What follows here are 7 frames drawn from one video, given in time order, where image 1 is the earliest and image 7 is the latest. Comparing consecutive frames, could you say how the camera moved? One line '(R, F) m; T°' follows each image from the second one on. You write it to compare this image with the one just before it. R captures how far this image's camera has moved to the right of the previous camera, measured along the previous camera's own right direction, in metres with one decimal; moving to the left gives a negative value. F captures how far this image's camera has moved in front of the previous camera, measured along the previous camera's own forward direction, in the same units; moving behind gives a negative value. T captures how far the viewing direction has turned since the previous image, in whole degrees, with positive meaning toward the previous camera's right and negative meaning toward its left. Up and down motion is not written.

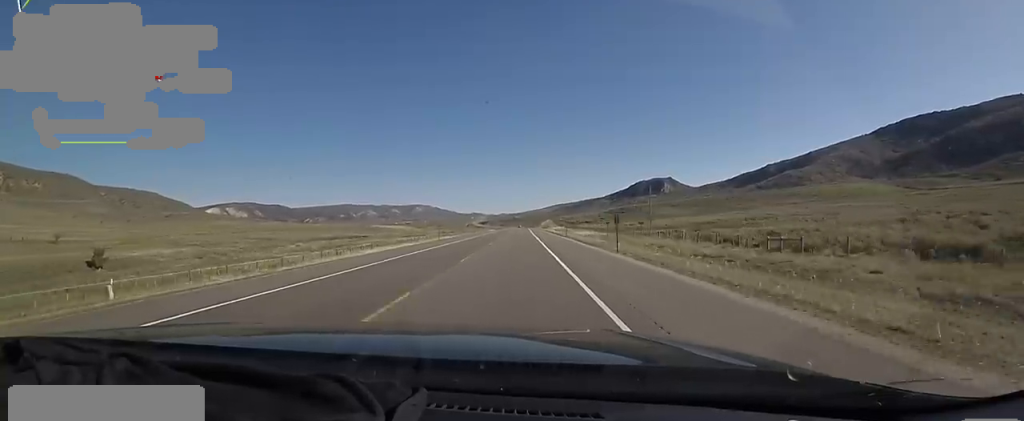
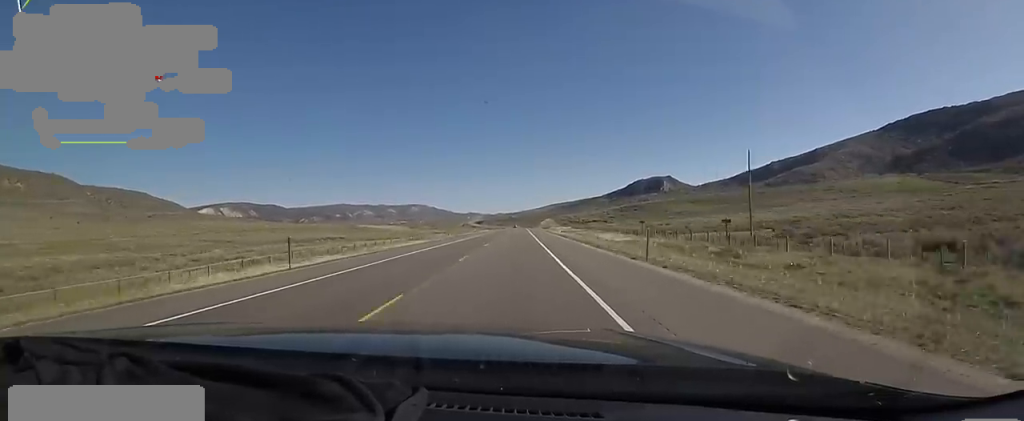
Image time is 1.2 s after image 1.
(+1.0, +37.2) m; 0°
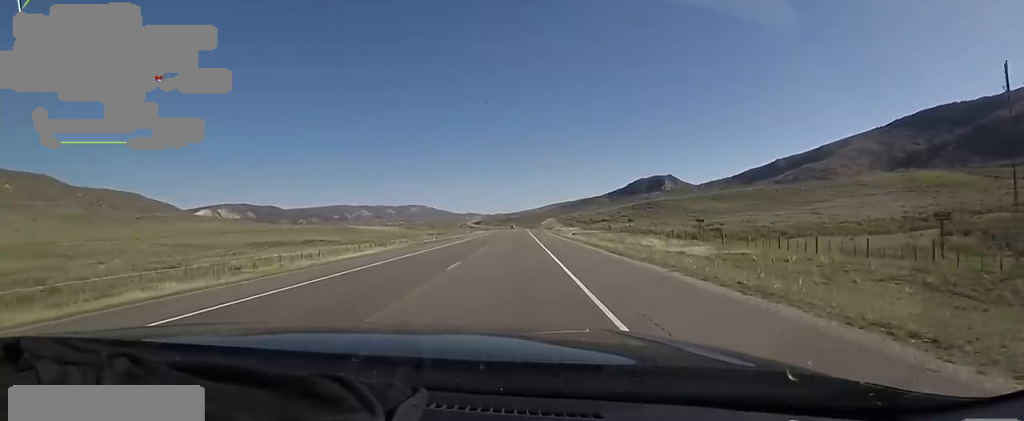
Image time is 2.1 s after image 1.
(-0.8, +26.8) m; -2°
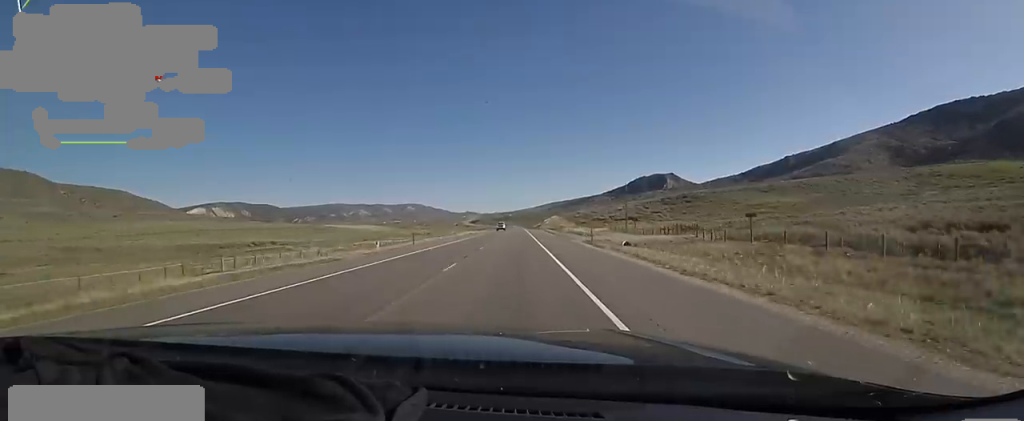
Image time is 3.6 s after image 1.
(+1.4, +48.7) m; +2°
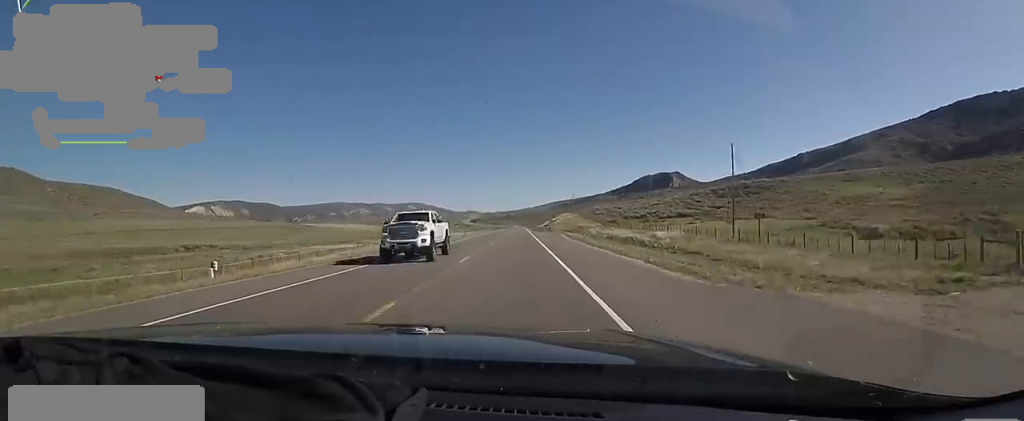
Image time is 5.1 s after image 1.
(-0.8, +45.1) m; -2°
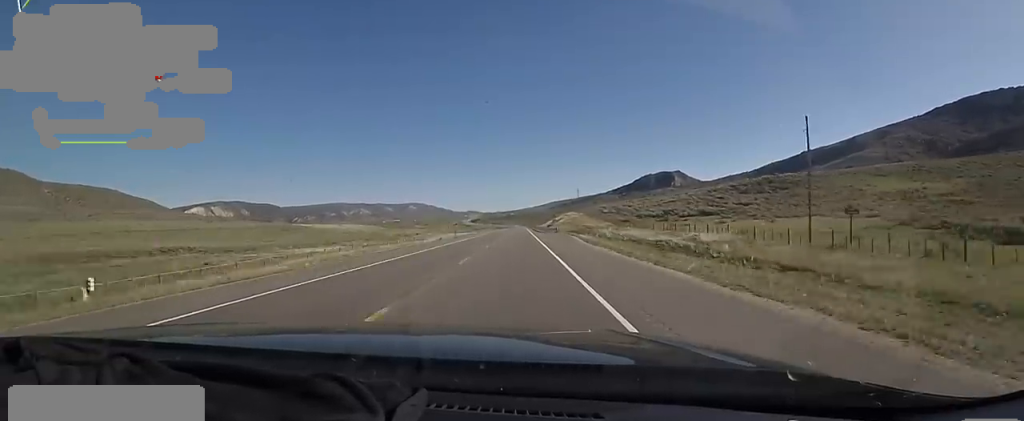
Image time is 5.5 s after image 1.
(0.0, +12.8) m; +1°
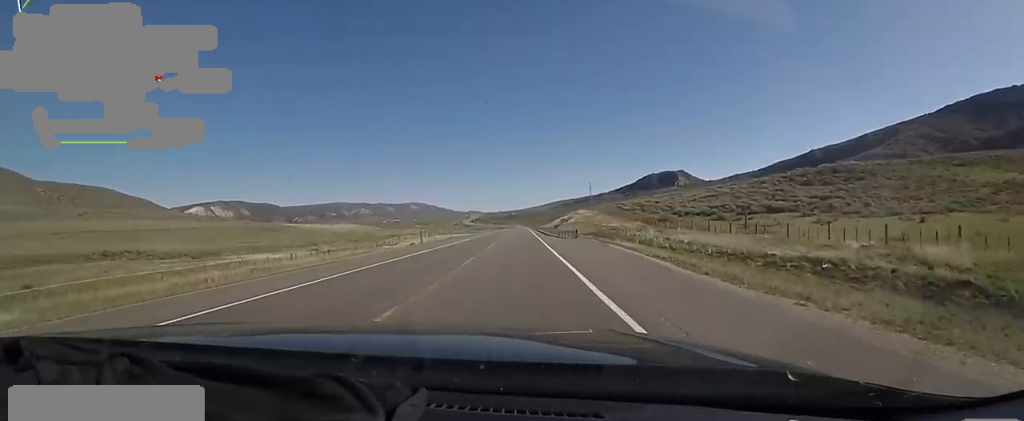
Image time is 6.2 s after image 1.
(+0.1, +24.4) m; +1°
